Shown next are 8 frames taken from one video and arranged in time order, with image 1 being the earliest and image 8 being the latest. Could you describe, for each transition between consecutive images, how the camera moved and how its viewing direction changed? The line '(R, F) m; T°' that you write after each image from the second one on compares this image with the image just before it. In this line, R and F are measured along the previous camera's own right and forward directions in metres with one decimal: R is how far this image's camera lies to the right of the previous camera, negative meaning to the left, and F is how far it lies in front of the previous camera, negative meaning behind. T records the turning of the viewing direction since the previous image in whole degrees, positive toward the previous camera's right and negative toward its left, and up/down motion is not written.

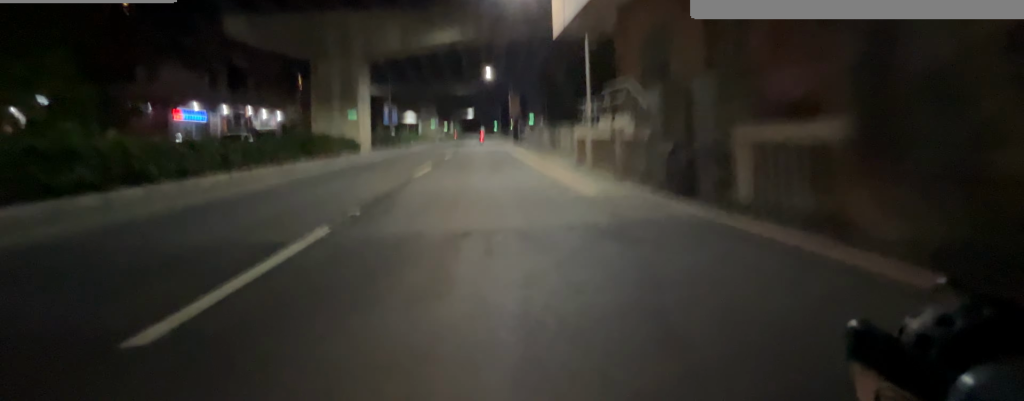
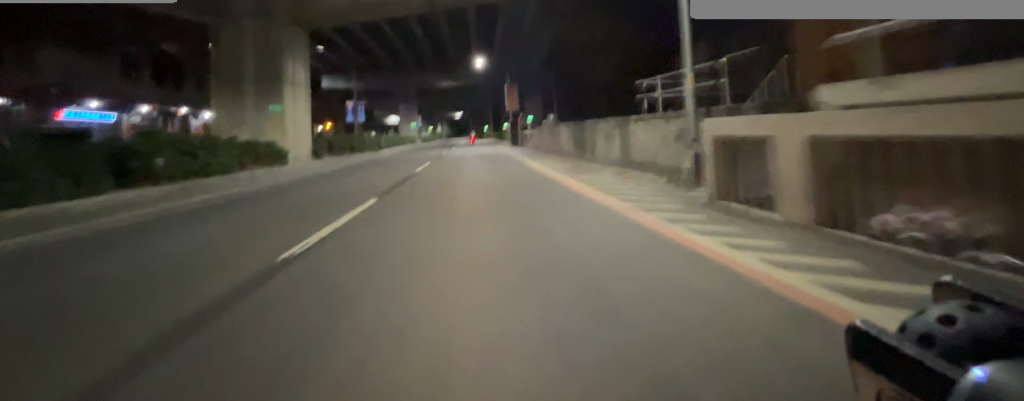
(0.0, +8.8) m; +1°
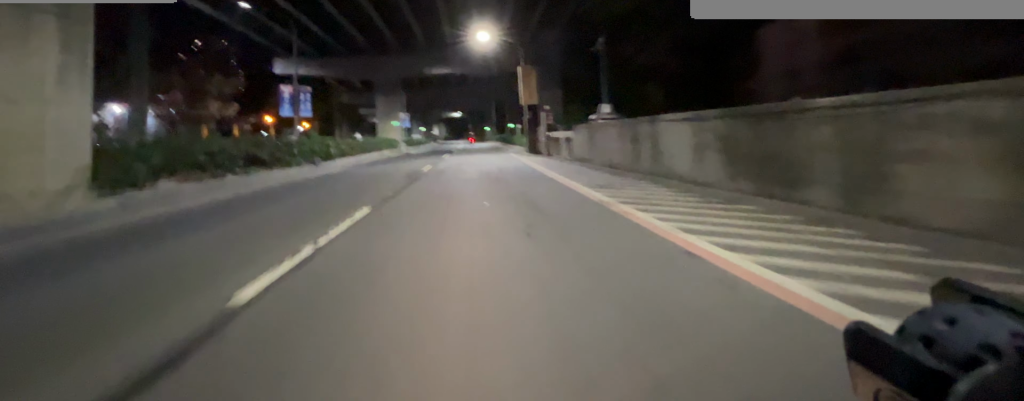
(+0.1, +11.4) m; -1°
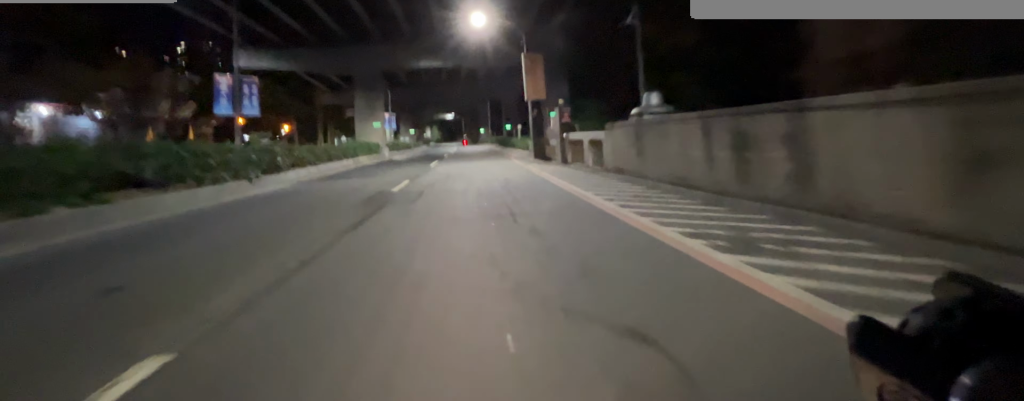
(0.0, +4.9) m; 0°
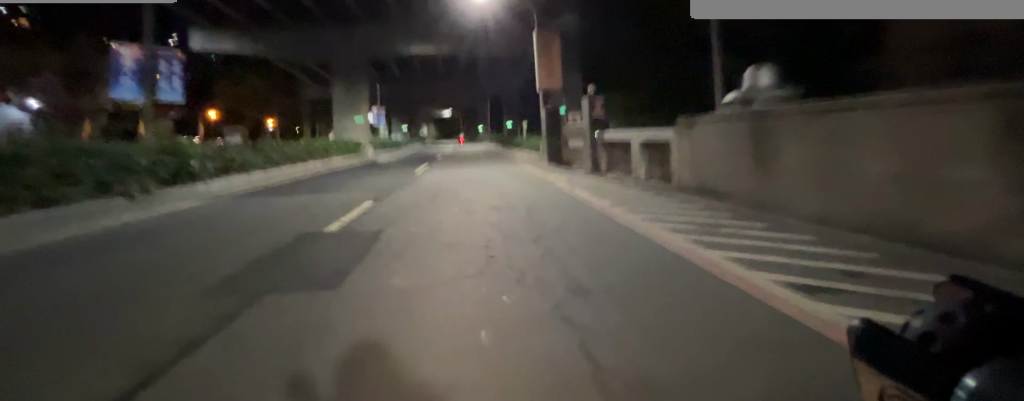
(-0.2, +4.6) m; 0°
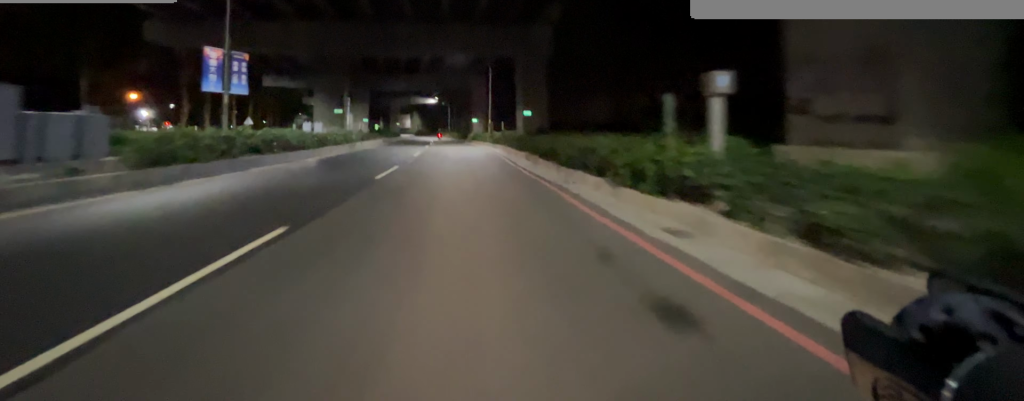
(0.0, +24.1) m; -1°
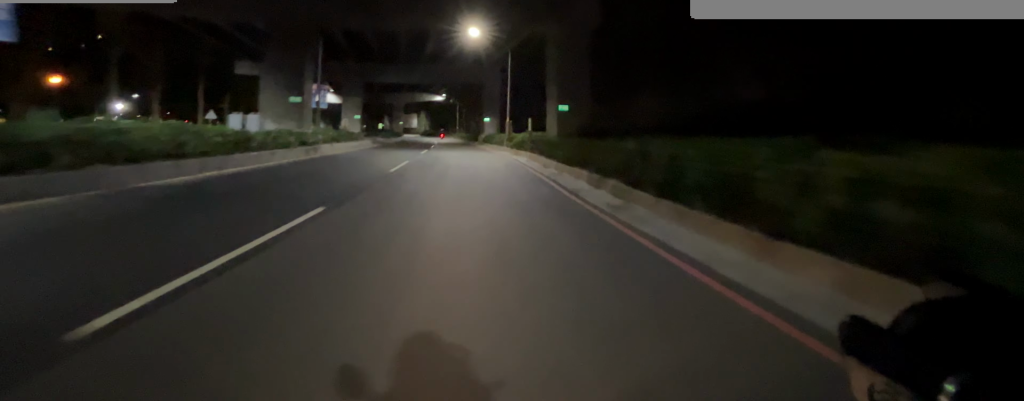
(0.0, +9.0) m; +1°
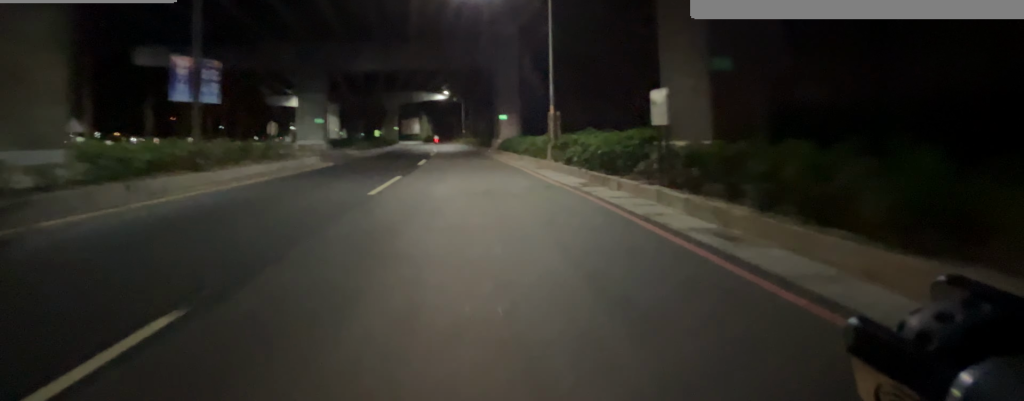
(+0.3, +13.4) m; 0°
